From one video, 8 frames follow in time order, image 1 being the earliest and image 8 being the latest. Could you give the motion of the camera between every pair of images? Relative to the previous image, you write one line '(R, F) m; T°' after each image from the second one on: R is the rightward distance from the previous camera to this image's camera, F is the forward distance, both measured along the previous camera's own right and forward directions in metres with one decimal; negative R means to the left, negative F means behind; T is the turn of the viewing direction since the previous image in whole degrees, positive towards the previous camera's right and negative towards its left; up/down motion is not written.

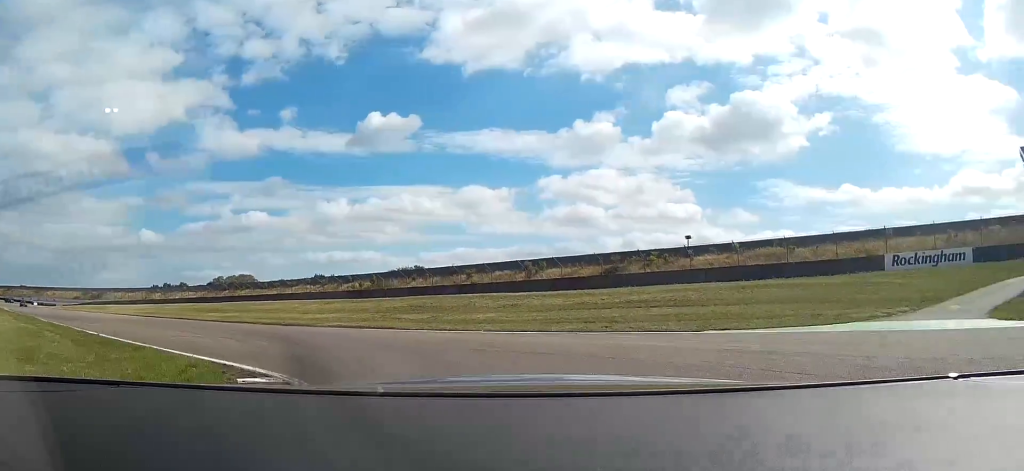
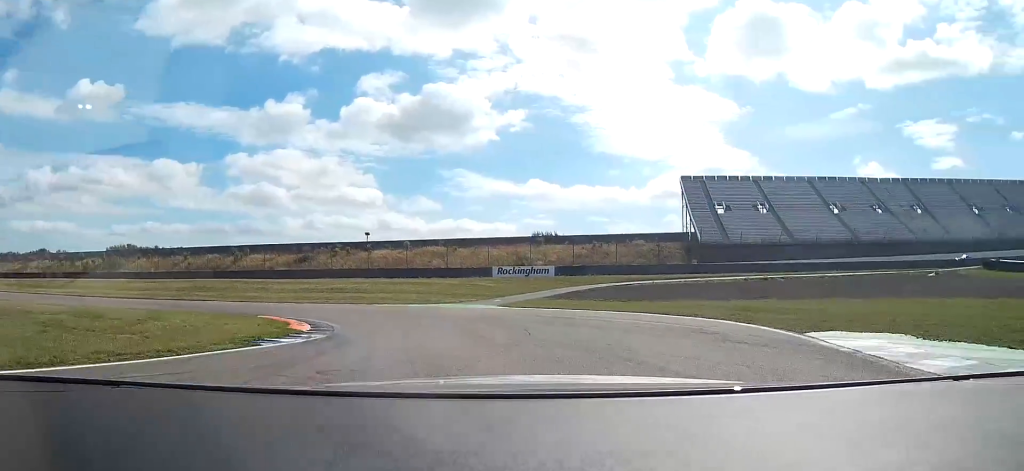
(+6.9, +19.1) m; +38°
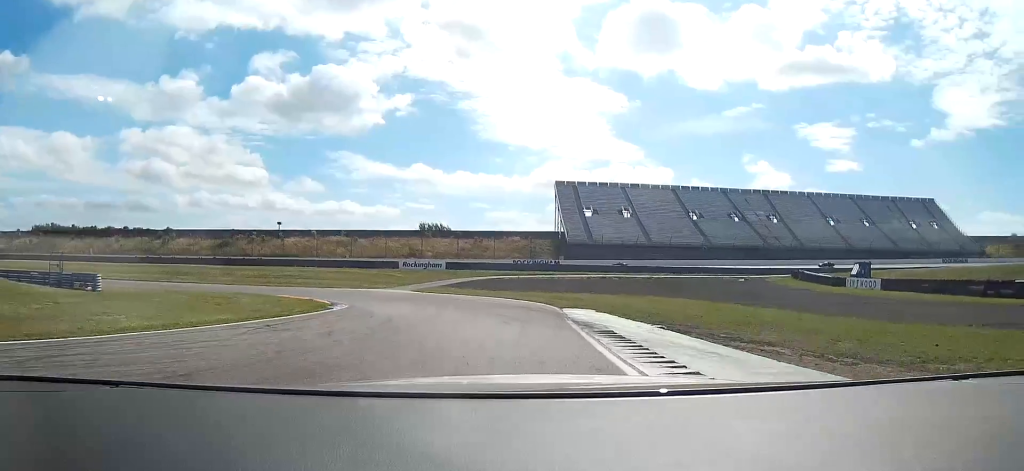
(+4.0, +18.0) m; +15°
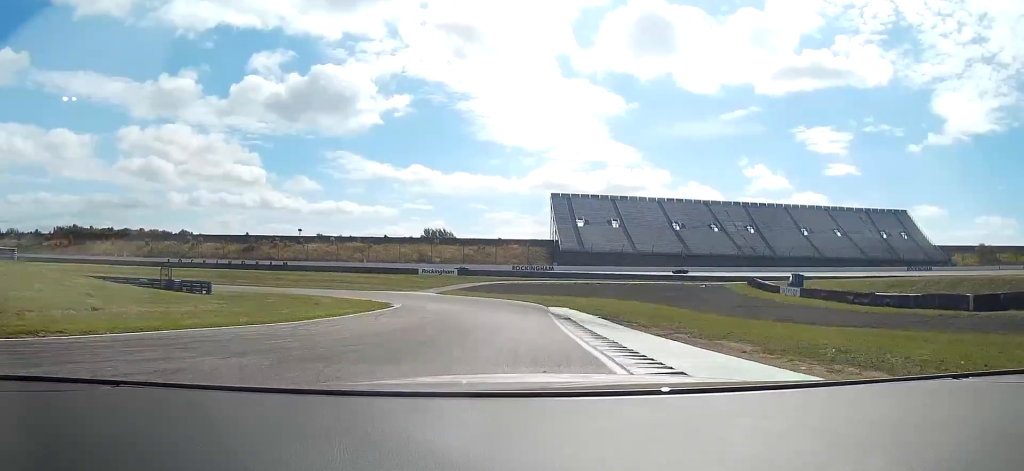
(+0.7, +15.6) m; +3°
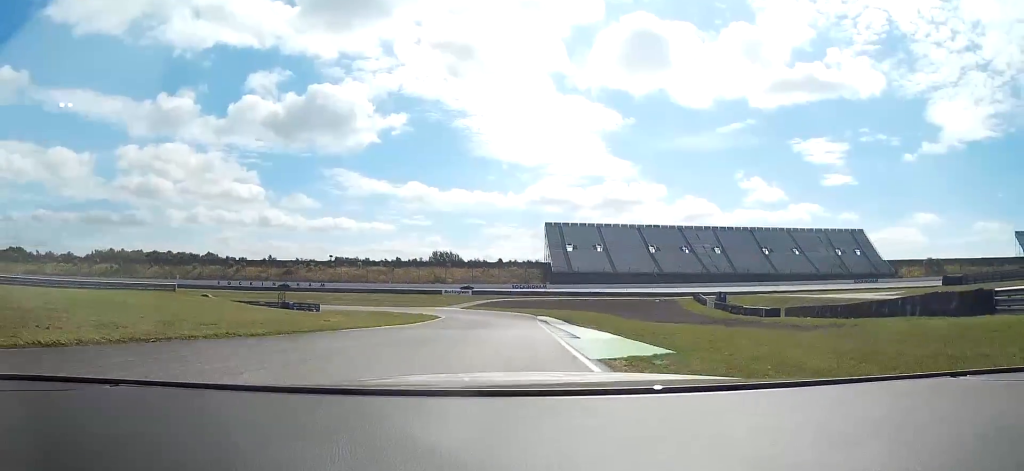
(+0.3, +29.7) m; +1°
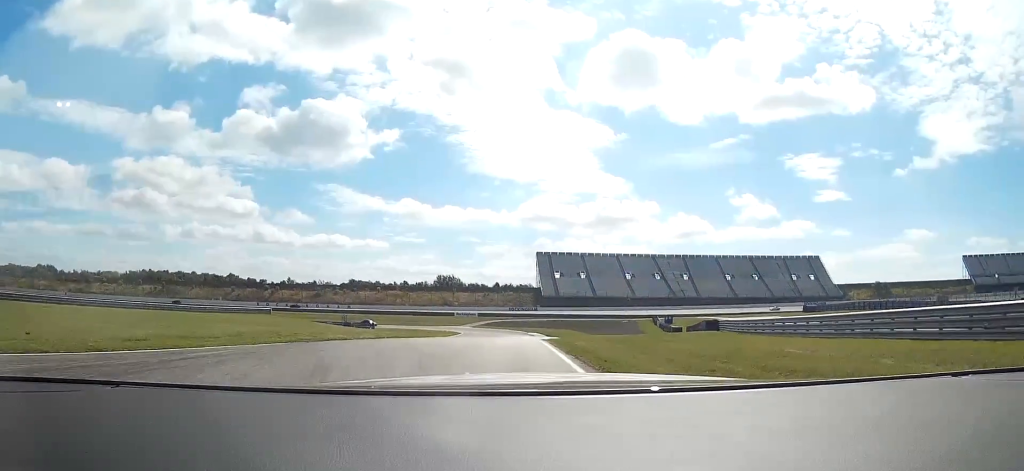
(+0.6, +35.4) m; +2°
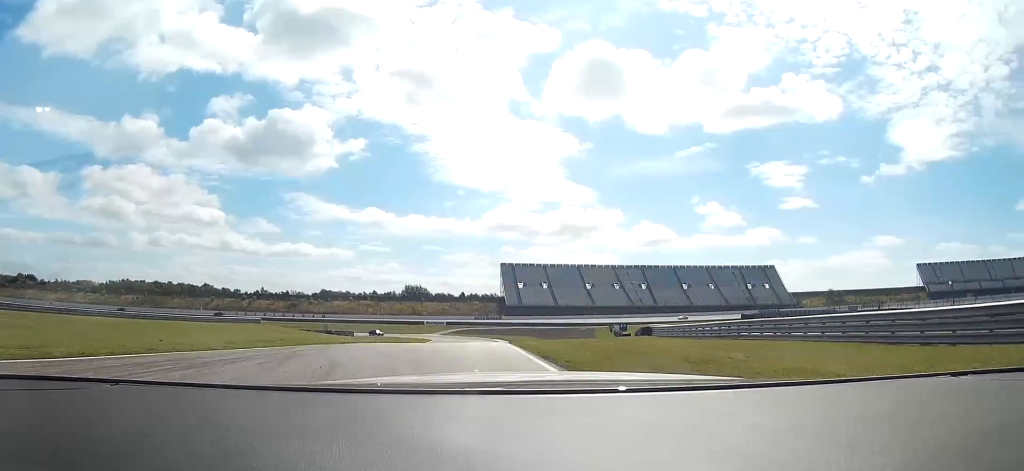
(0.0, +12.7) m; +2°
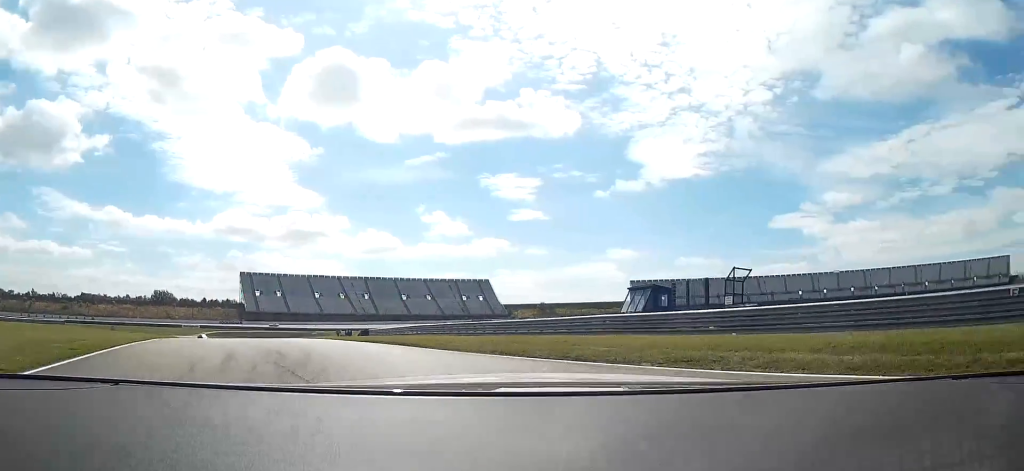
(+4.1, +30.4) m; +24°
